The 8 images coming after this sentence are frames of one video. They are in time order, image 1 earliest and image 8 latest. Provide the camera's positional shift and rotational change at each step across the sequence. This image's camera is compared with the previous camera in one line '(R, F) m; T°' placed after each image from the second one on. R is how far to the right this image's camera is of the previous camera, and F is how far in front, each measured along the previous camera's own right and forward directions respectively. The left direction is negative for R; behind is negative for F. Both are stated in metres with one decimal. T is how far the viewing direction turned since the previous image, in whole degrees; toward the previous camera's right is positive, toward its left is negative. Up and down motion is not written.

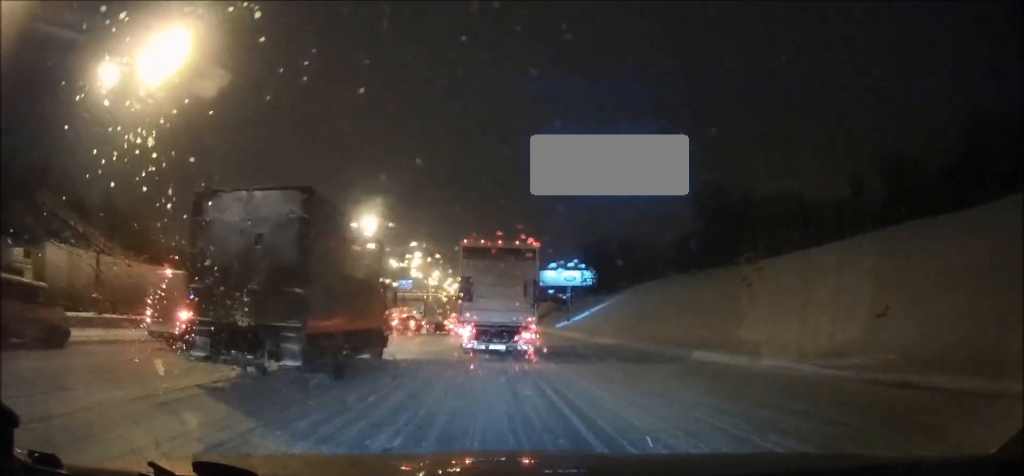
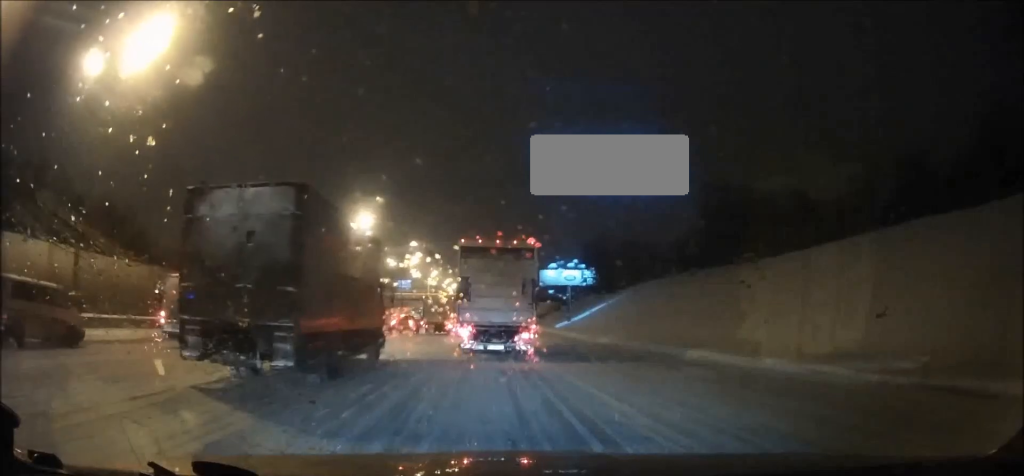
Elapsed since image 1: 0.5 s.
(0.0, +1.6) m; 0°
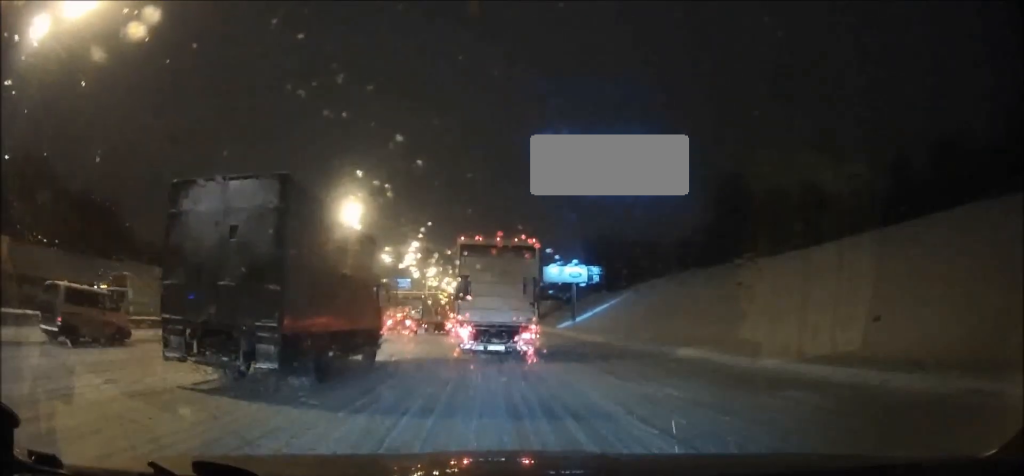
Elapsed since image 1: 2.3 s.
(0.0, +5.7) m; -2°
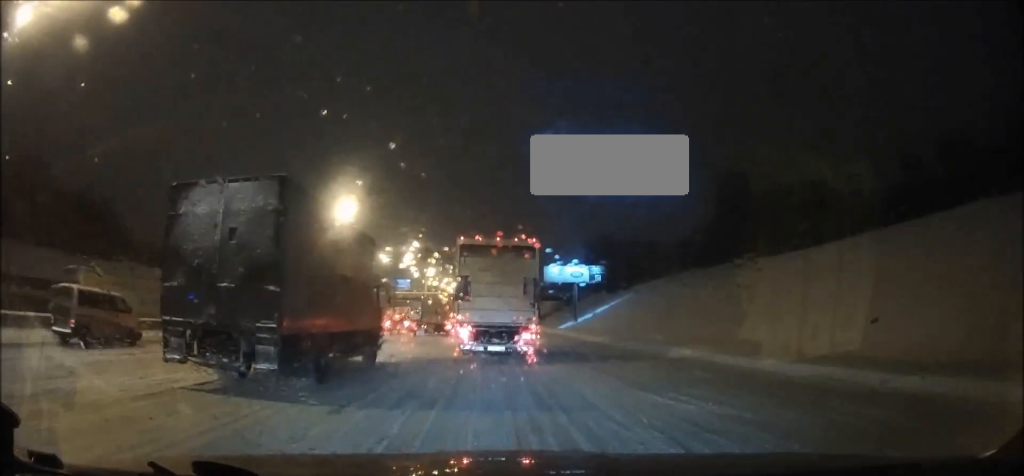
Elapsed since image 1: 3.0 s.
(0.0, +1.9) m; -1°
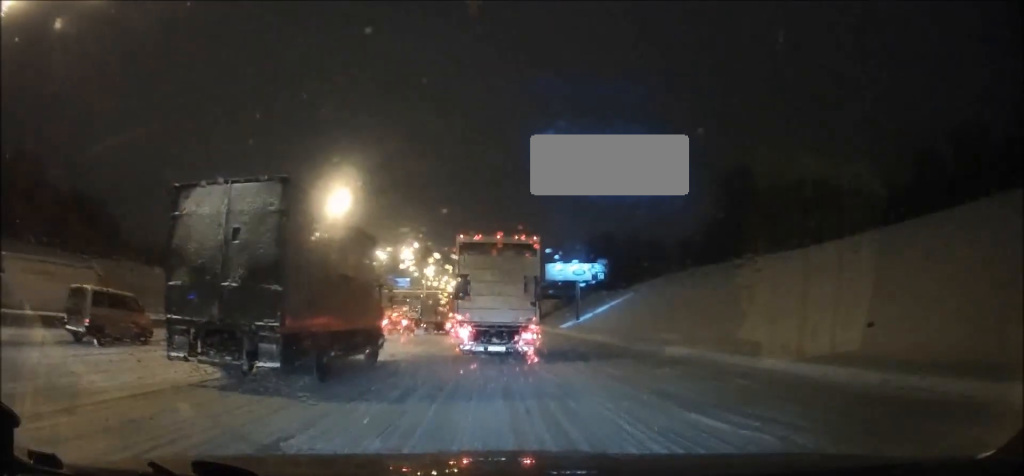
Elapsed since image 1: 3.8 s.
(-0.1, +2.6) m; 0°
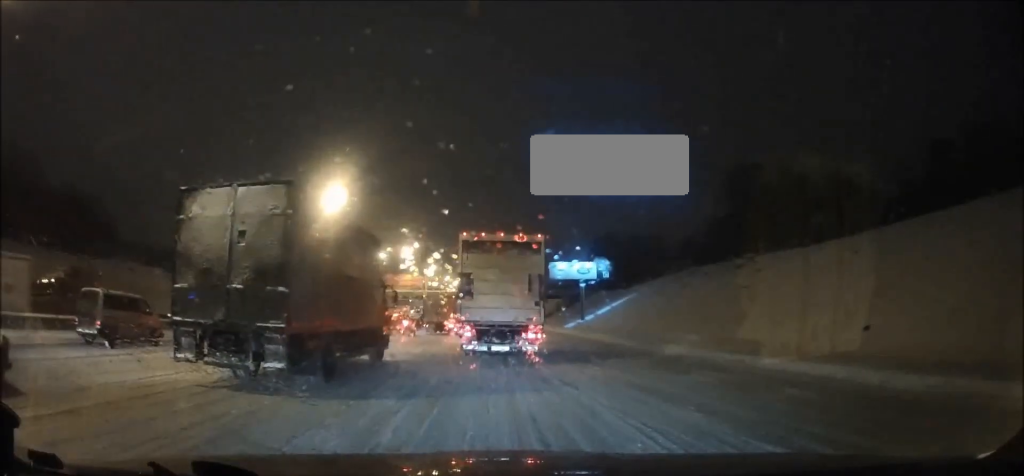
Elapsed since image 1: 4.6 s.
(+0.2, +2.2) m; 0°
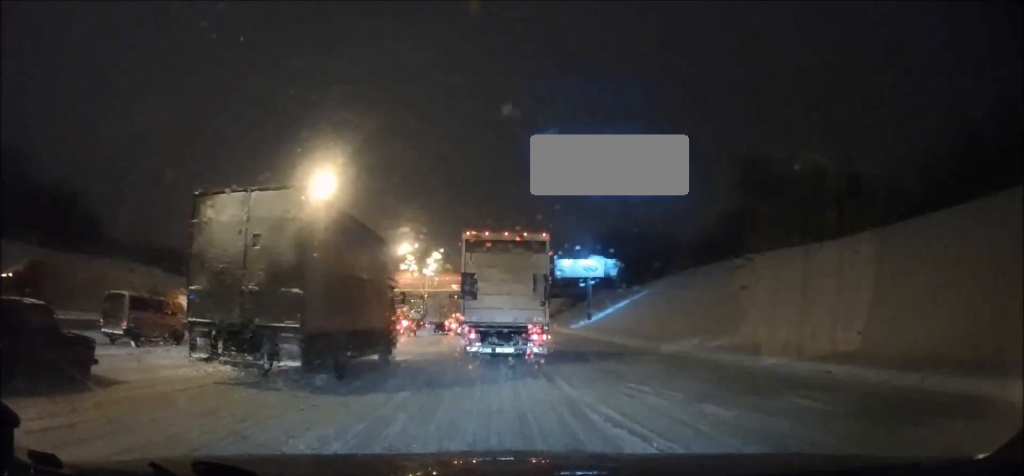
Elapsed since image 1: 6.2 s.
(-0.1, +4.5) m; 0°
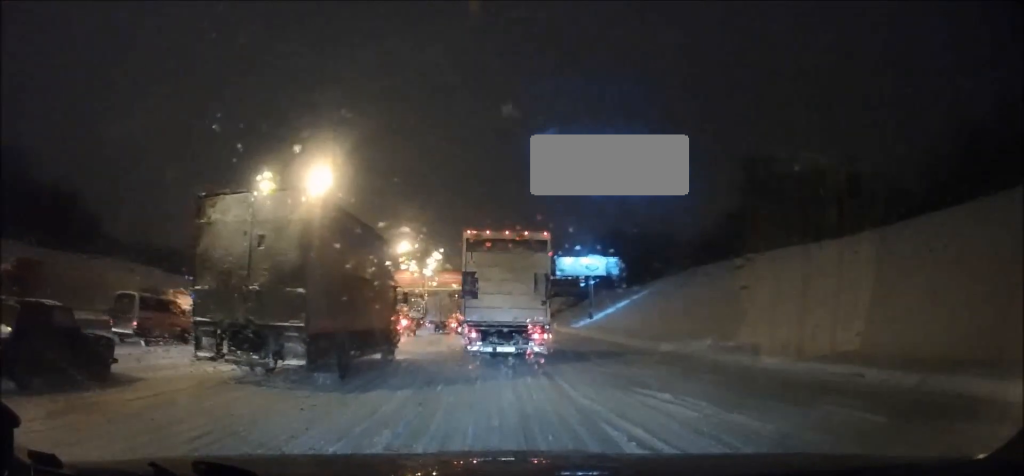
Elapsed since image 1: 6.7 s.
(+0.1, +1.3) m; 0°
